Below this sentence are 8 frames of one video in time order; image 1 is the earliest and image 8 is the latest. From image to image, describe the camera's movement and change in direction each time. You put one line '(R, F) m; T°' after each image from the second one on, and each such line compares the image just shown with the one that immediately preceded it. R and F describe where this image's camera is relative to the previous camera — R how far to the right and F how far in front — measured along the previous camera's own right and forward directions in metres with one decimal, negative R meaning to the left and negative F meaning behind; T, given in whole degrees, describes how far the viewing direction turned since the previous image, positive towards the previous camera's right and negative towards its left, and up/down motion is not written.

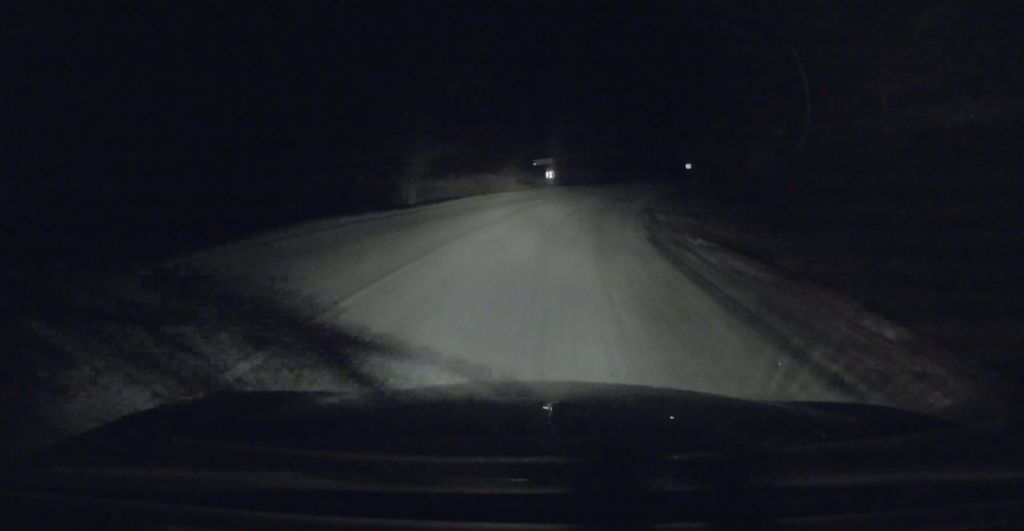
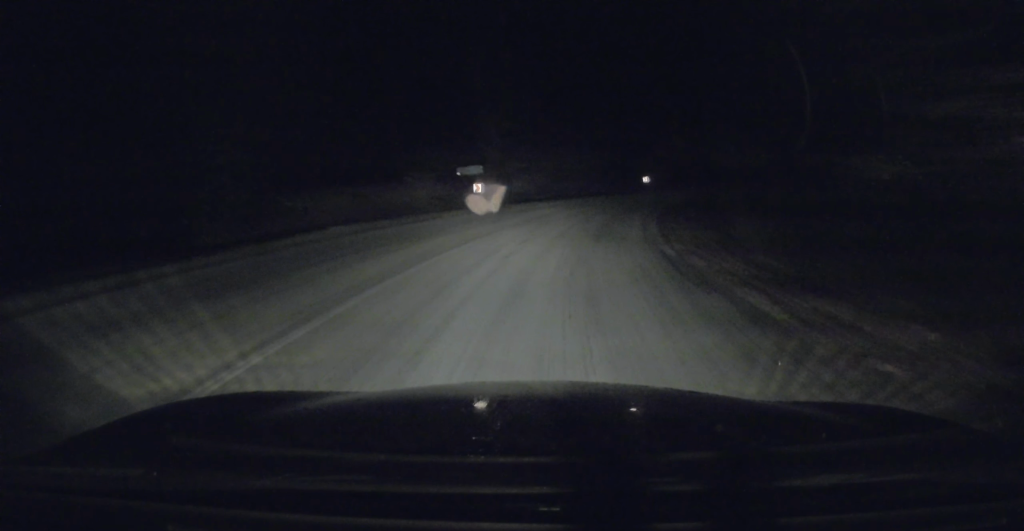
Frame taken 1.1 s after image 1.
(+0.4, +12.9) m; +6°
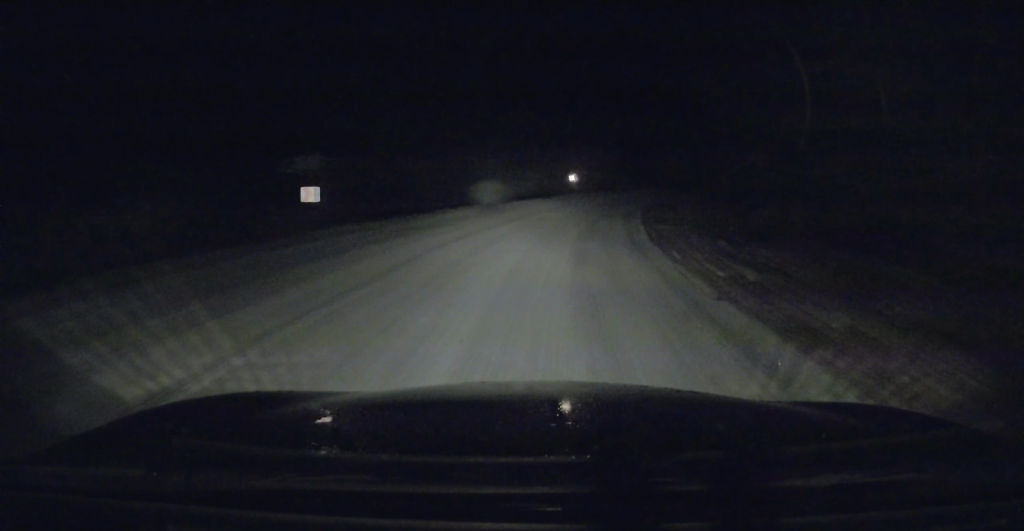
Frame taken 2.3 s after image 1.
(+1.5, +14.9) m; +9°
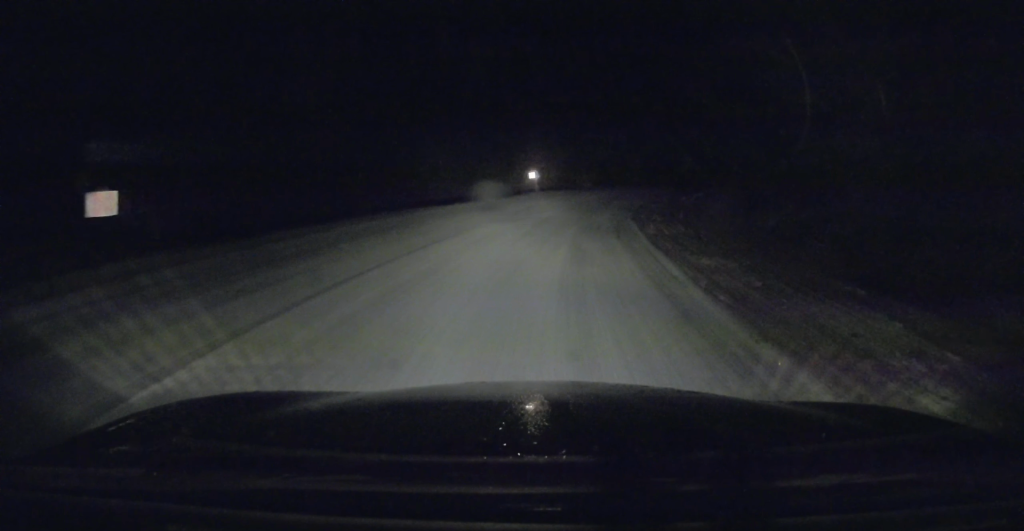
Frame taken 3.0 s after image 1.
(+0.6, +8.5) m; +1°
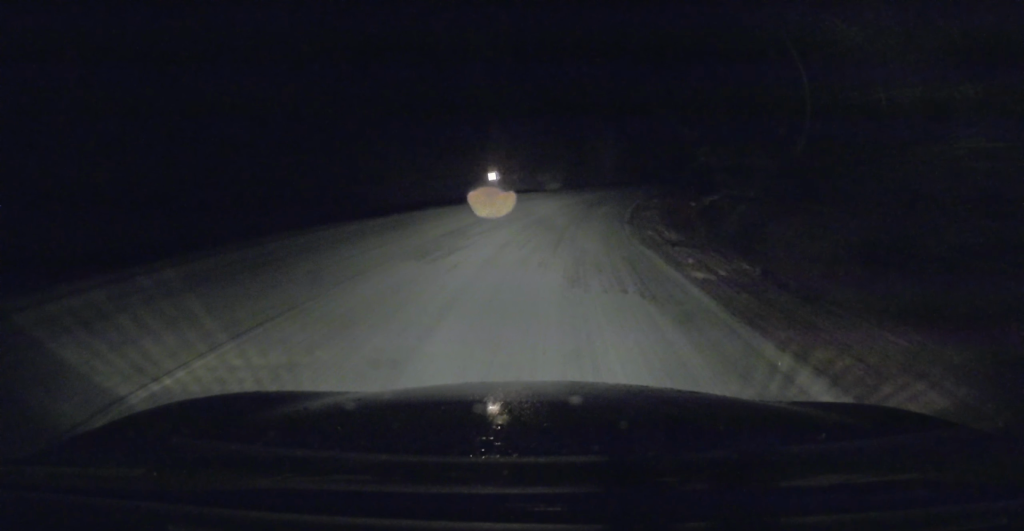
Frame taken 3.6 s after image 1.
(-0.2, +7.7) m; 0°
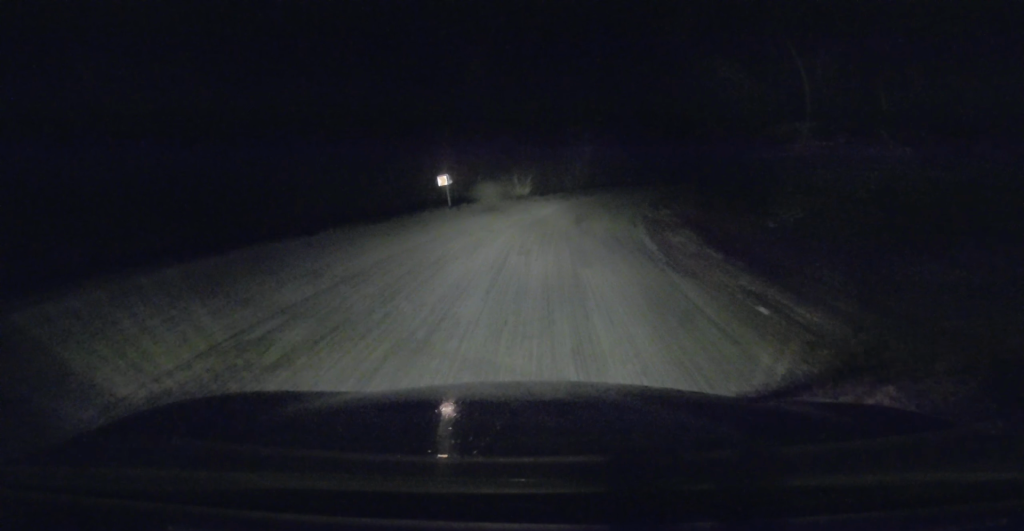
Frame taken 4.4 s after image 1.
(-0.1, +9.7) m; +2°
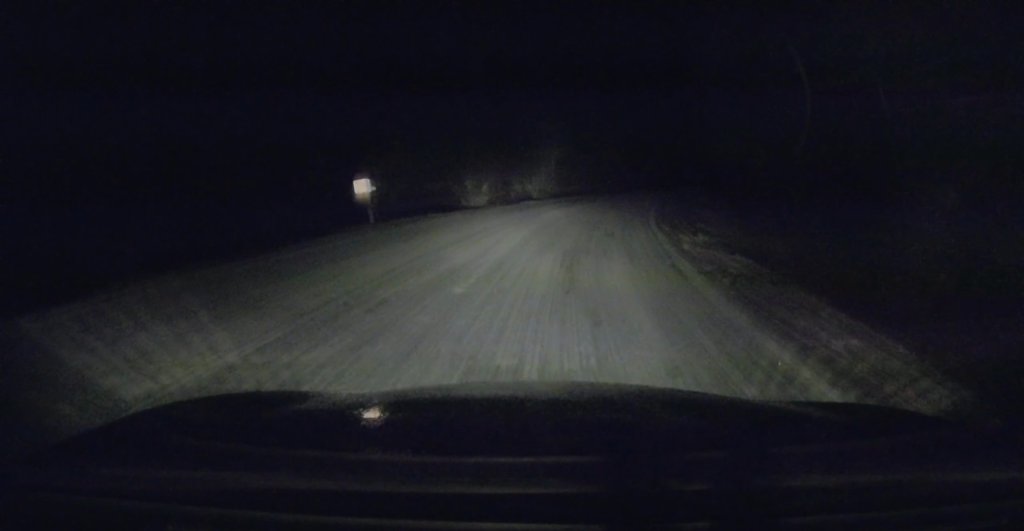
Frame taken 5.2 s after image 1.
(+0.2, +9.2) m; +6°
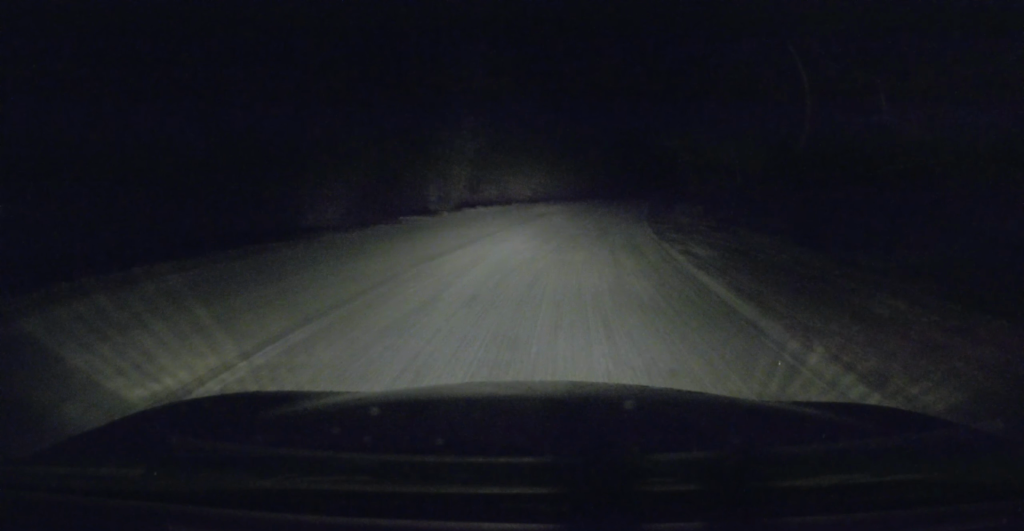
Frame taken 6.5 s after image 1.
(+1.5, +15.9) m; +9°
